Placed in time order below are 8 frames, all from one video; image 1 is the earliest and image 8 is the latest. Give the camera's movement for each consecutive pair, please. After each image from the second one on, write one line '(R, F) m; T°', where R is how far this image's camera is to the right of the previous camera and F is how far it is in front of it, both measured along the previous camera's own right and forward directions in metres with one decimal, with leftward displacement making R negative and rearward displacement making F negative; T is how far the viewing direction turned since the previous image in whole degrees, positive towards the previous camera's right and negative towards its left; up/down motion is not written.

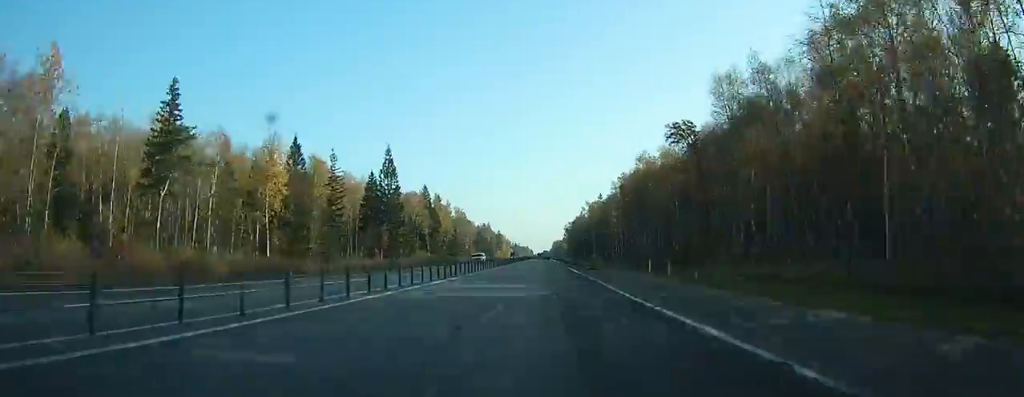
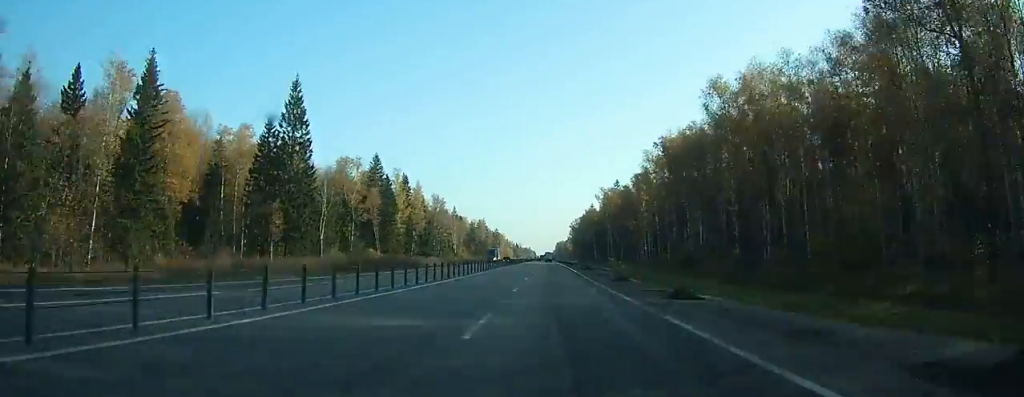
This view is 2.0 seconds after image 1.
(+0.1, +48.4) m; 0°
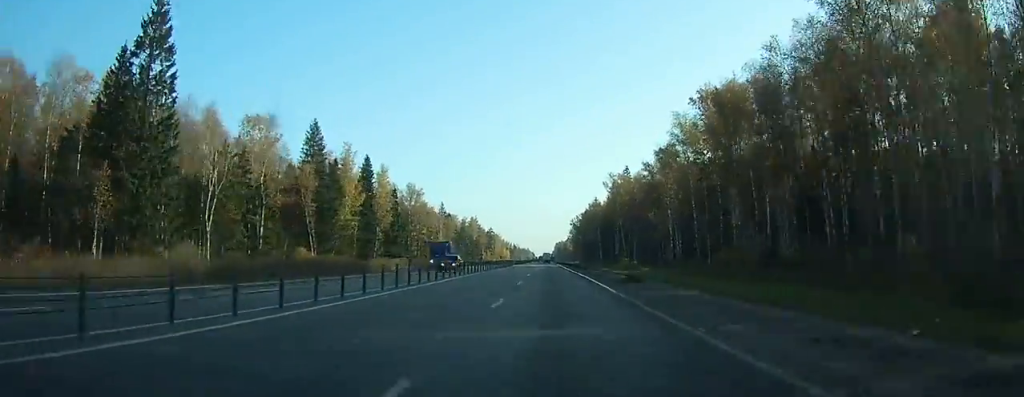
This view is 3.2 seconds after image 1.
(0.0, +29.5) m; 0°
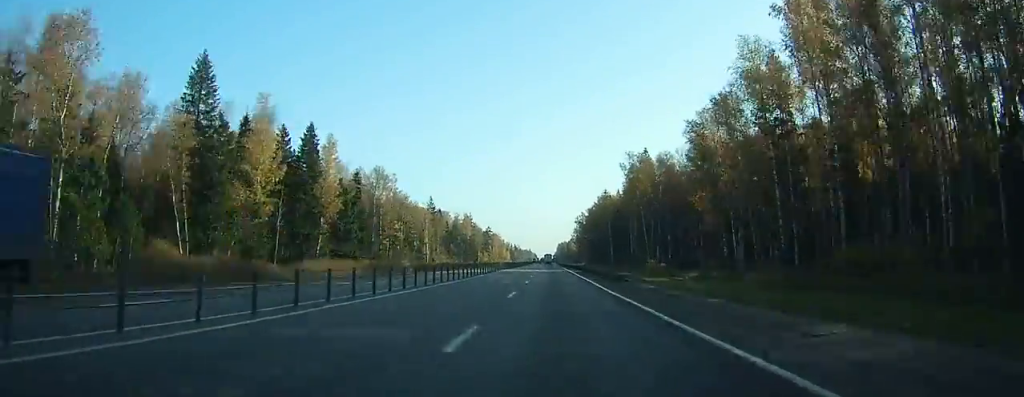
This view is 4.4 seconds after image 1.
(+0.1, +30.0) m; 0°
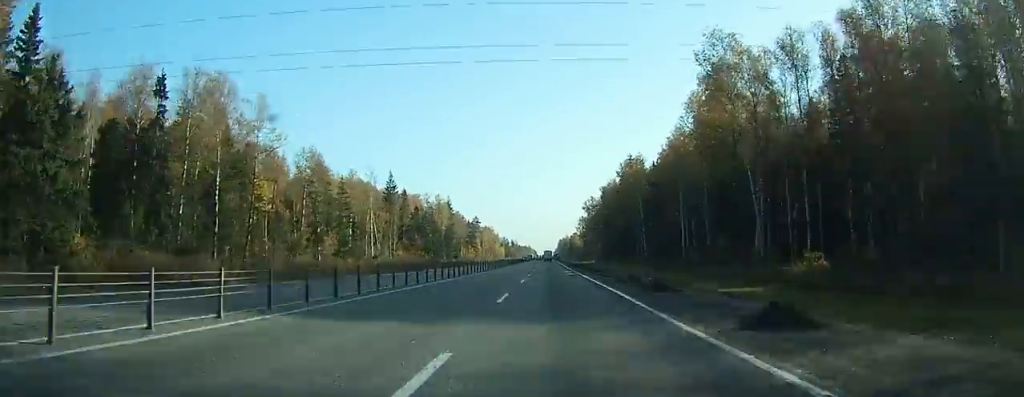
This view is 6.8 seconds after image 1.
(-0.1, +61.9) m; 0°
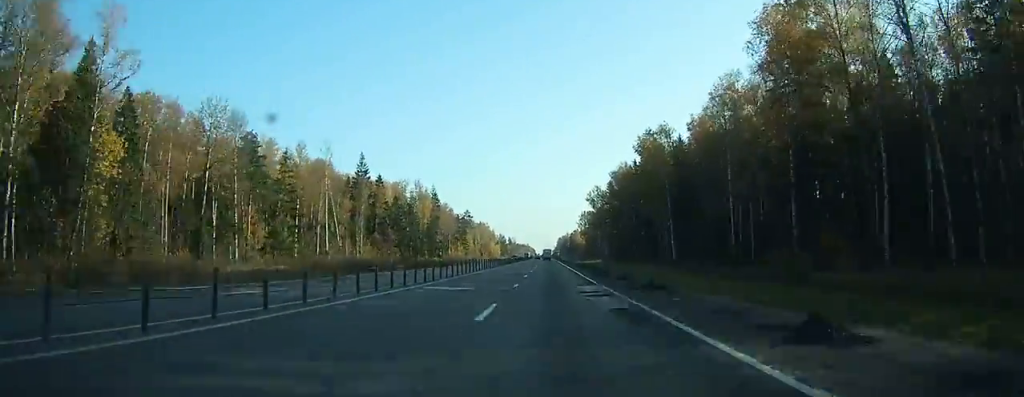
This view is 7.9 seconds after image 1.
(+0.1, +28.0) m; 0°
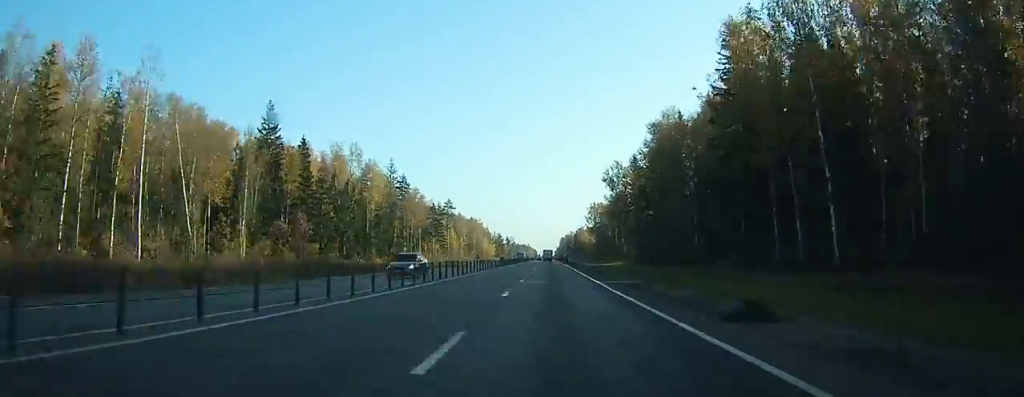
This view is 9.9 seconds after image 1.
(-0.2, +54.6) m; 0°
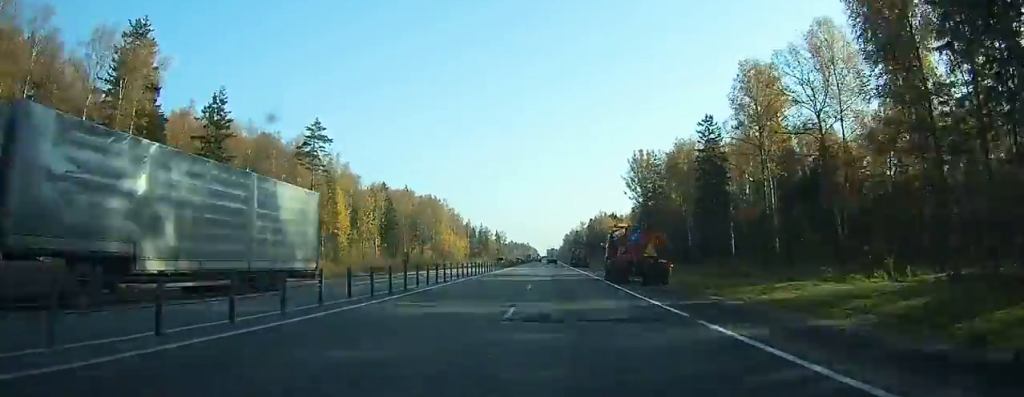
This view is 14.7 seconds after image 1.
(-0.3, +126.3) m; 0°
